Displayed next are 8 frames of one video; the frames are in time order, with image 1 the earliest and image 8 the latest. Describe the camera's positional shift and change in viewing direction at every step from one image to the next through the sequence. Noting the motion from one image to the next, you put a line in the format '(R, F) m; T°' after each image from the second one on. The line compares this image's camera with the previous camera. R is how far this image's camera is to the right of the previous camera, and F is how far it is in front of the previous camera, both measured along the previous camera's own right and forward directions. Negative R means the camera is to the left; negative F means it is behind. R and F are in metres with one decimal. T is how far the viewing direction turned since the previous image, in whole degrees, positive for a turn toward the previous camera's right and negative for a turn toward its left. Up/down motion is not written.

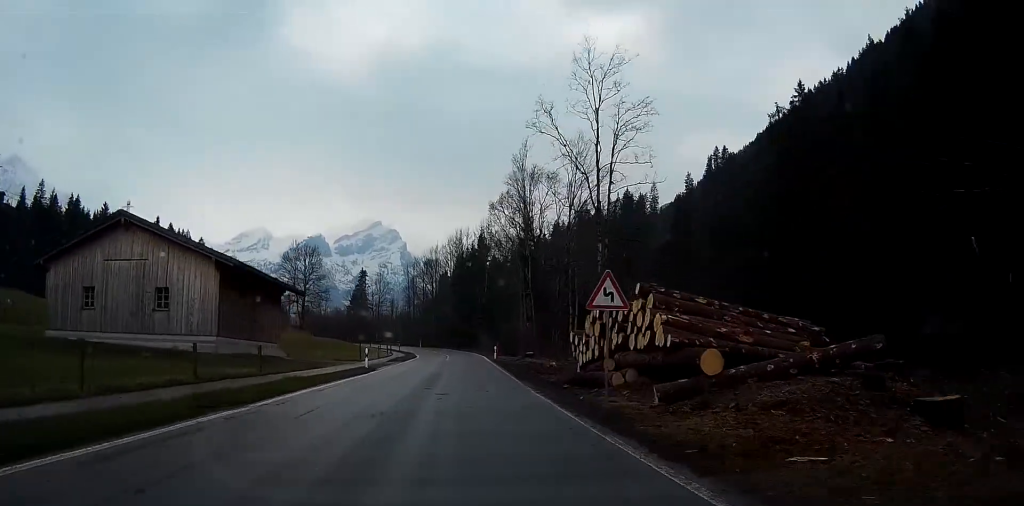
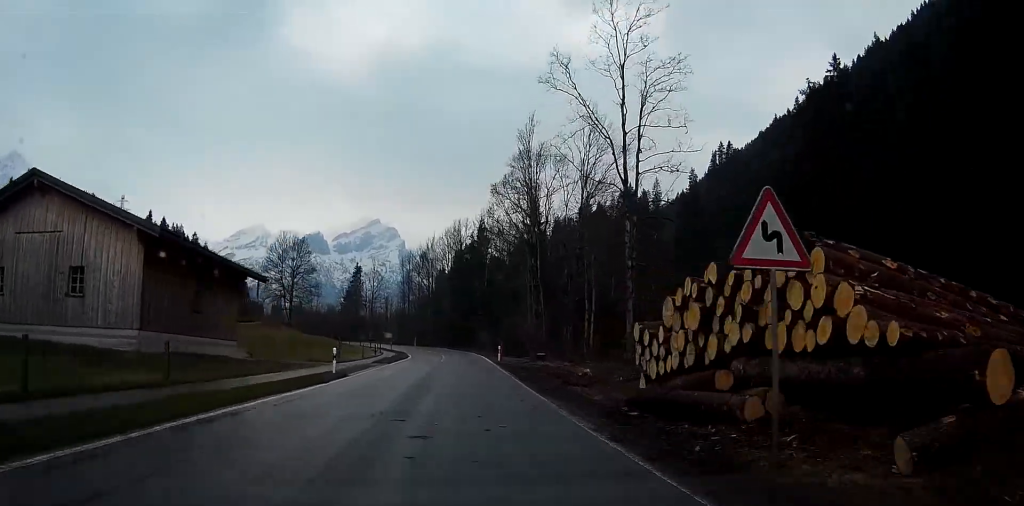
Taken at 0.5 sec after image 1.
(0.0, +8.4) m; 0°
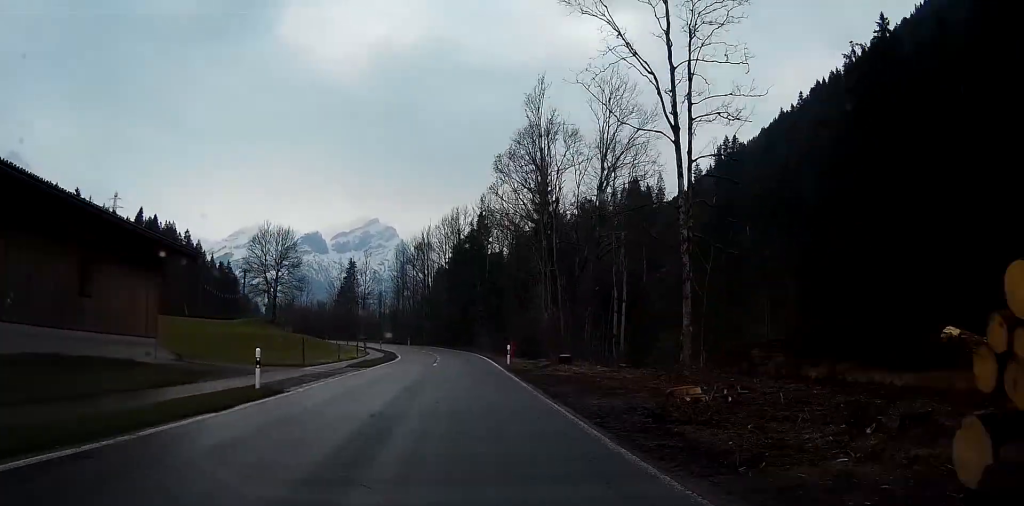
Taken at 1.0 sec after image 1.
(0.0, +10.2) m; 0°
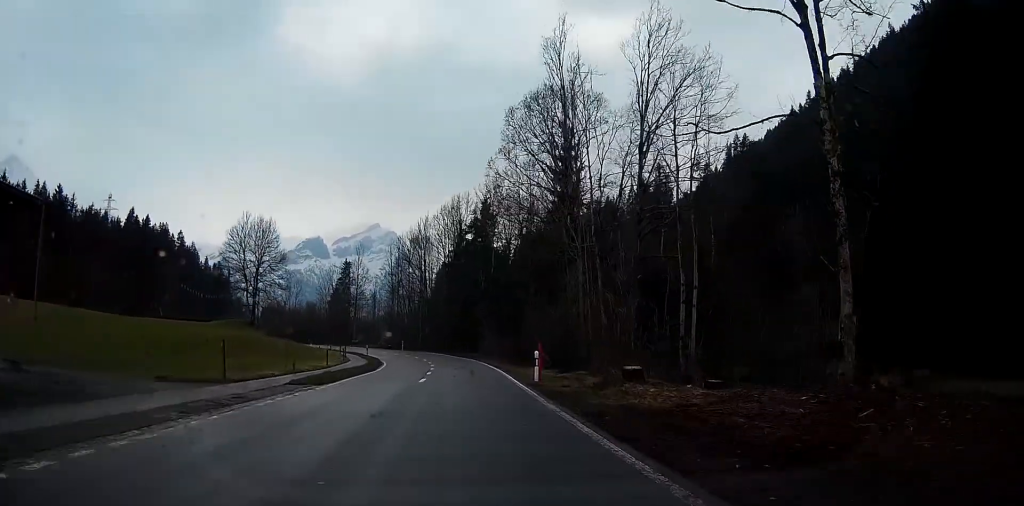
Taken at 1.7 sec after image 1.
(+0.1, +12.5) m; 0°
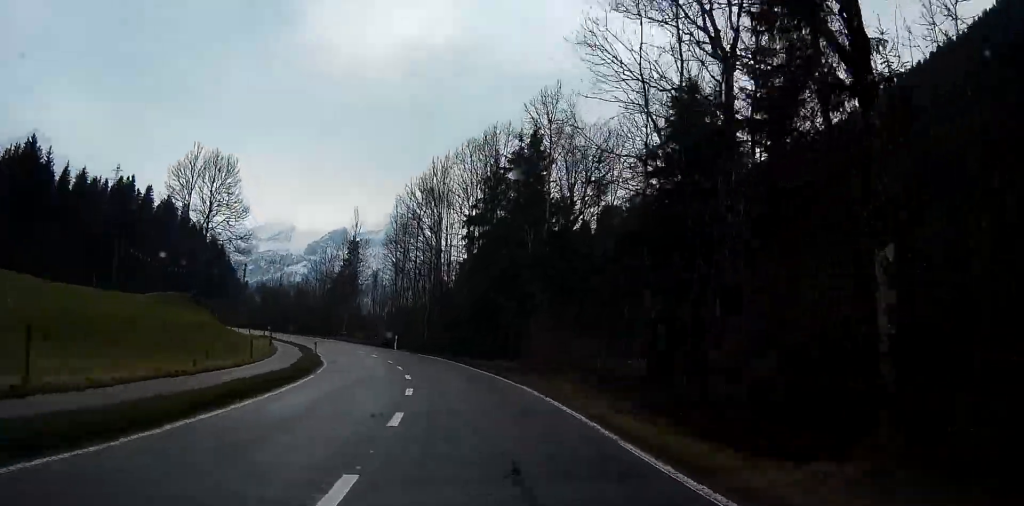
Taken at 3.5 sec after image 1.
(-0.5, +31.0) m; -3°
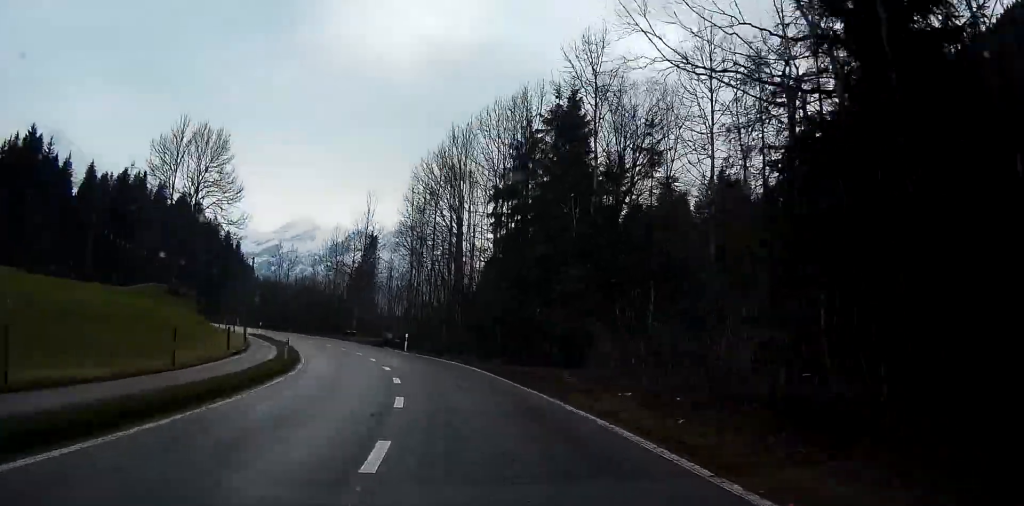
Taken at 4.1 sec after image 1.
(-0.2, +10.0) m; -2°
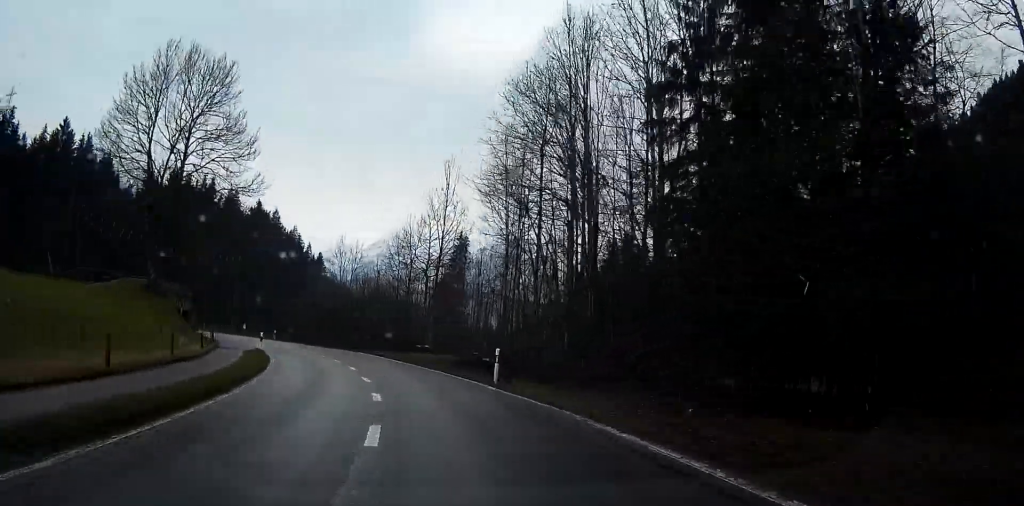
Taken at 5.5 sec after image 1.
(-1.0, +22.1) m; -7°
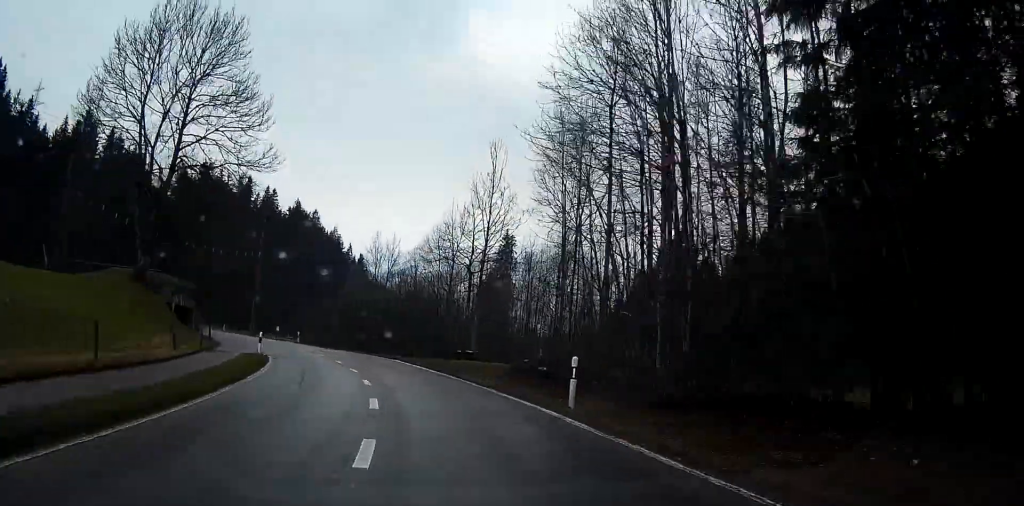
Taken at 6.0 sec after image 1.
(-0.2, +7.4) m; -4°
